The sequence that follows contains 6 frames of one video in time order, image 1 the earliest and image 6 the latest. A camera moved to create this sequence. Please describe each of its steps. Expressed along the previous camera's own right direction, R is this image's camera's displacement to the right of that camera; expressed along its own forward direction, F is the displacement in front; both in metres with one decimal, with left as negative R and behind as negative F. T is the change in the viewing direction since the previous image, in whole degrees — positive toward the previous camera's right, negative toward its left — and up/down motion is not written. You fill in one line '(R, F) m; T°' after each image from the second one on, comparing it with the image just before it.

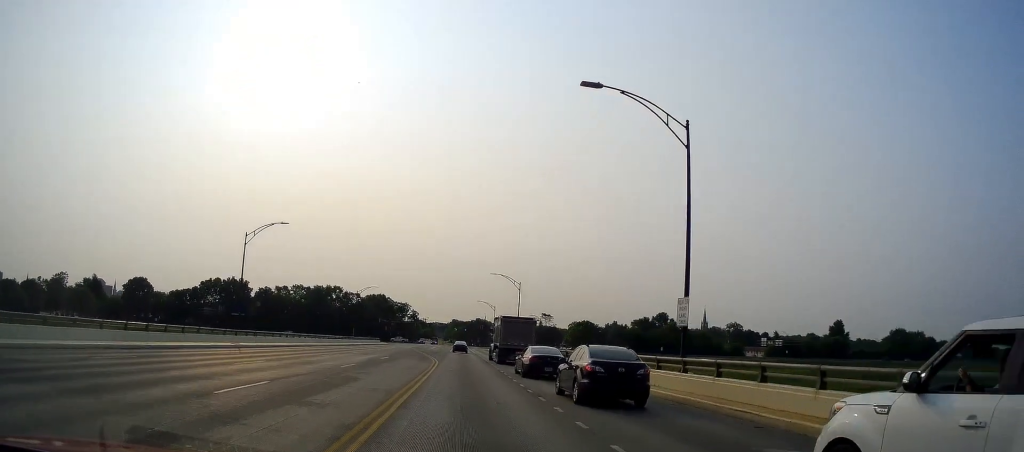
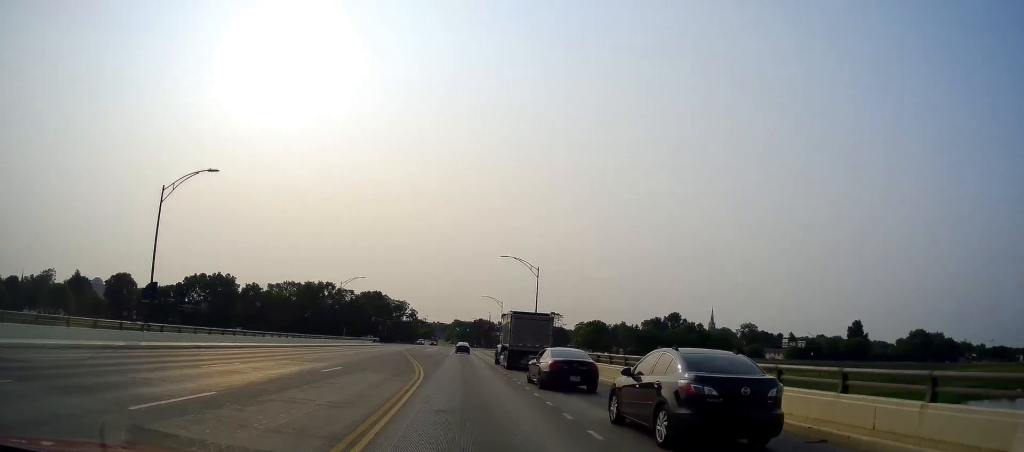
(-0.1, +15.5) m; 0°
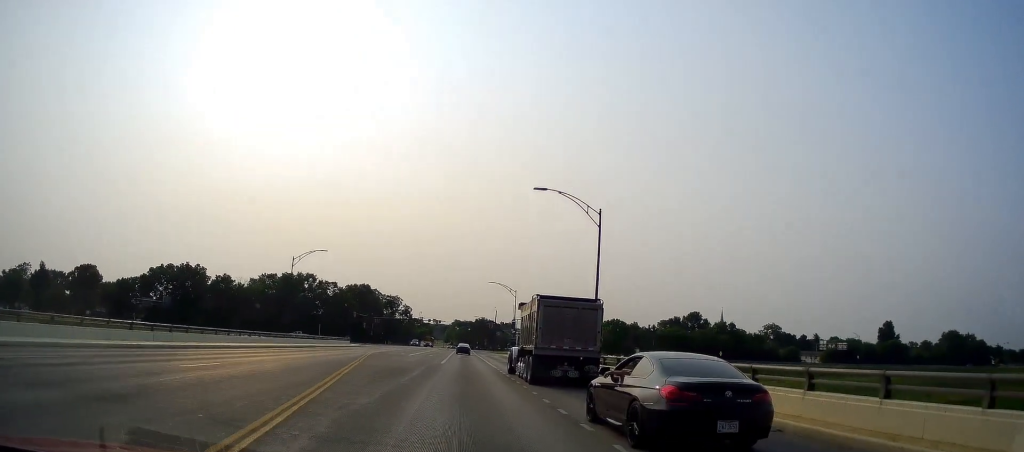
(+0.3, +26.2) m; +1°
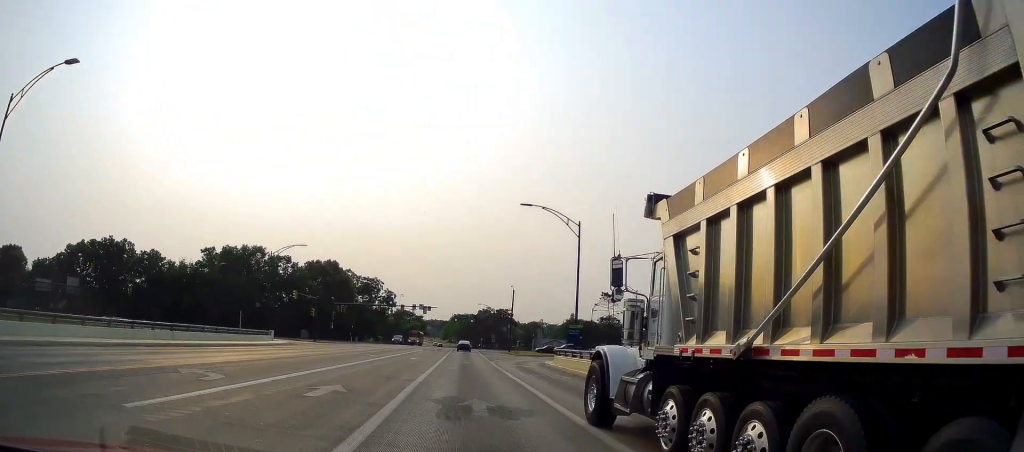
(0.0, +45.0) m; 0°
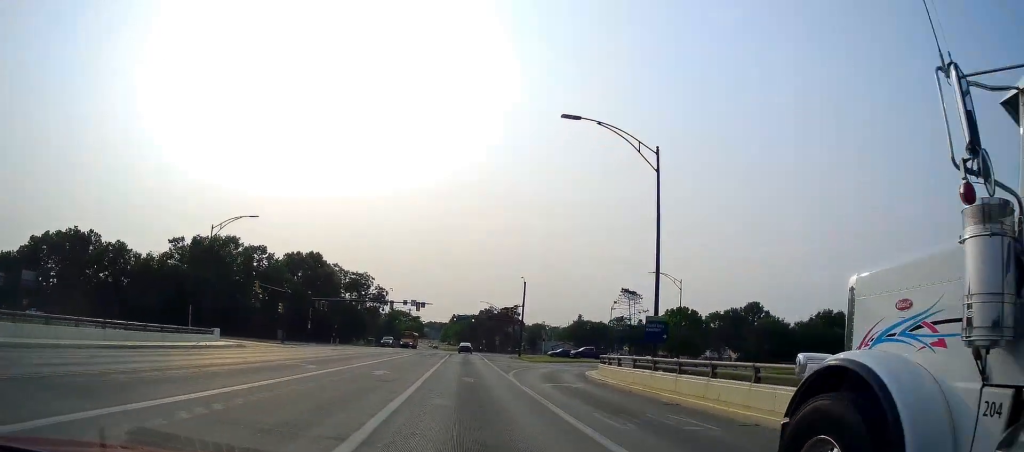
(+0.1, +15.4) m; 0°
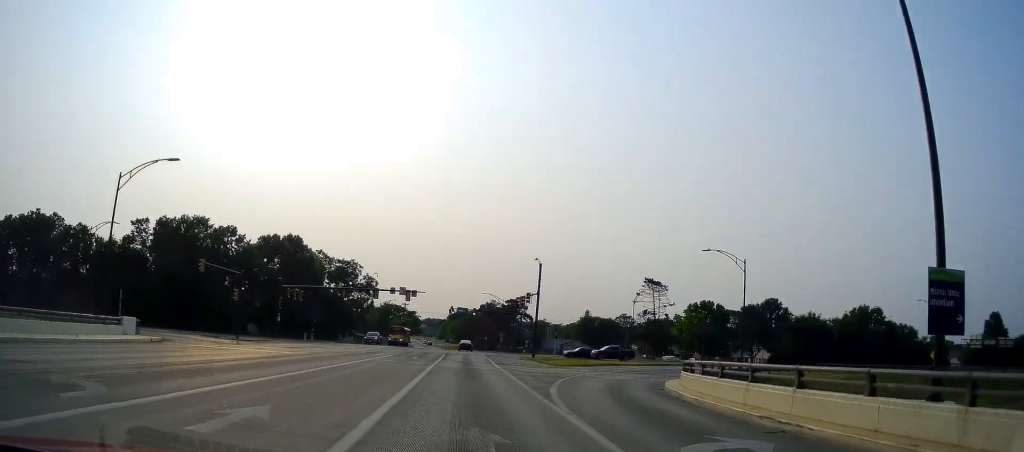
(-0.1, +14.4) m; 0°
